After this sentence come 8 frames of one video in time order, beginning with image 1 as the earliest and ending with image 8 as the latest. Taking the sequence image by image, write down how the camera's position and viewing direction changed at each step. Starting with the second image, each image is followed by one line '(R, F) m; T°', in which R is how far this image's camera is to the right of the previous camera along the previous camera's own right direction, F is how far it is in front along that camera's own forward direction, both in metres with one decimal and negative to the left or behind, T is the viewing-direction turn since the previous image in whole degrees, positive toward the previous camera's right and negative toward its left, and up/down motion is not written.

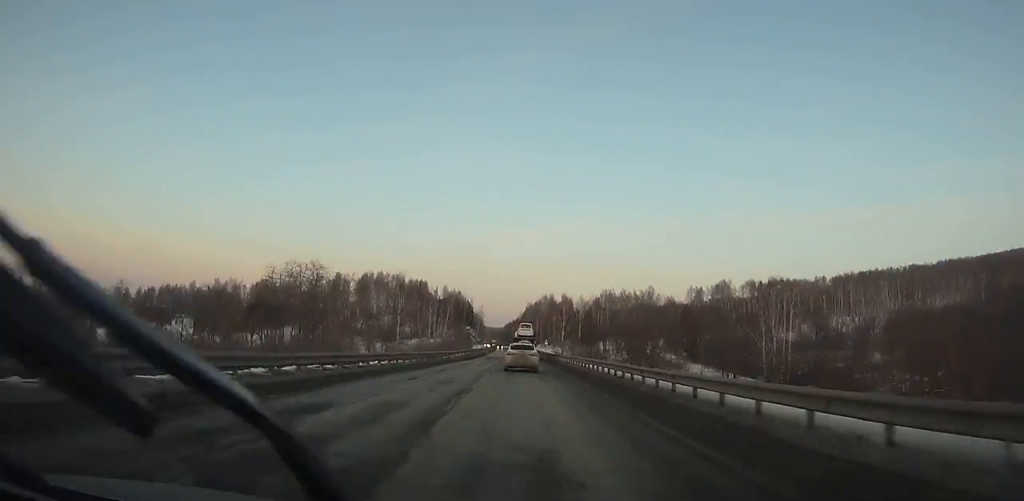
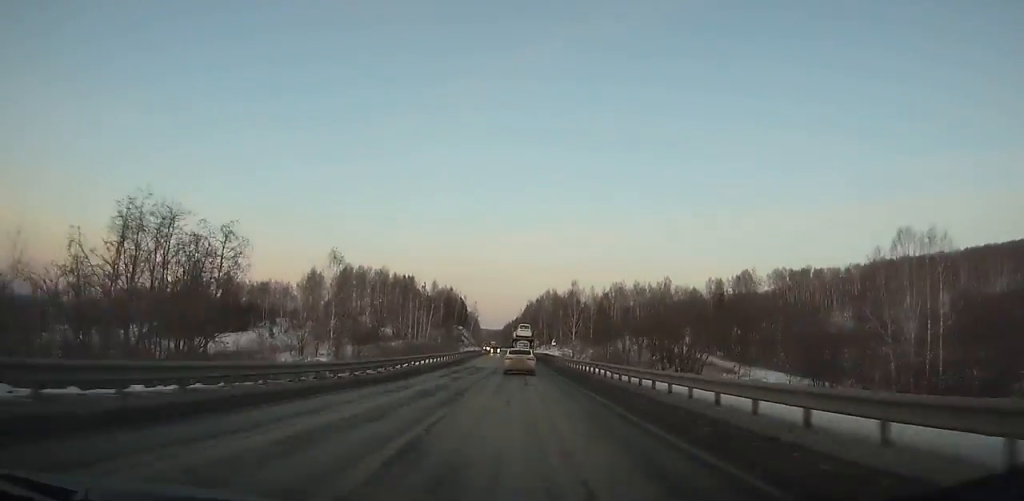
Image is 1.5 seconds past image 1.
(0.0, +30.8) m; 0°
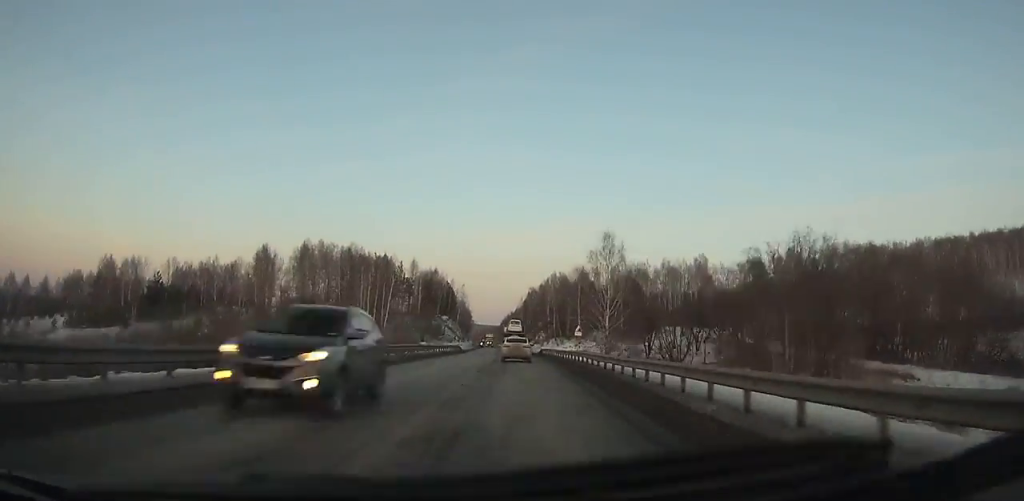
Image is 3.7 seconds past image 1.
(-0.1, +45.4) m; -1°
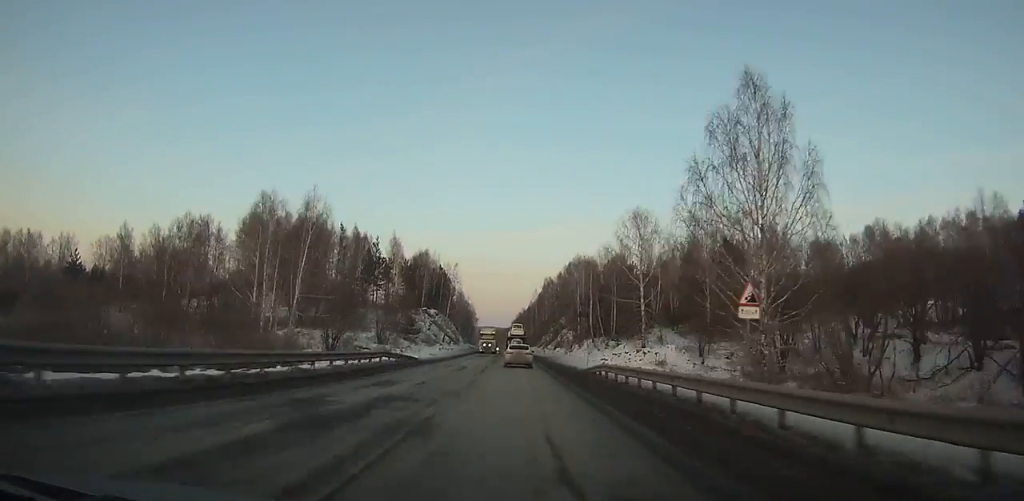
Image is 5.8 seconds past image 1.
(-0.3, +43.7) m; -1°
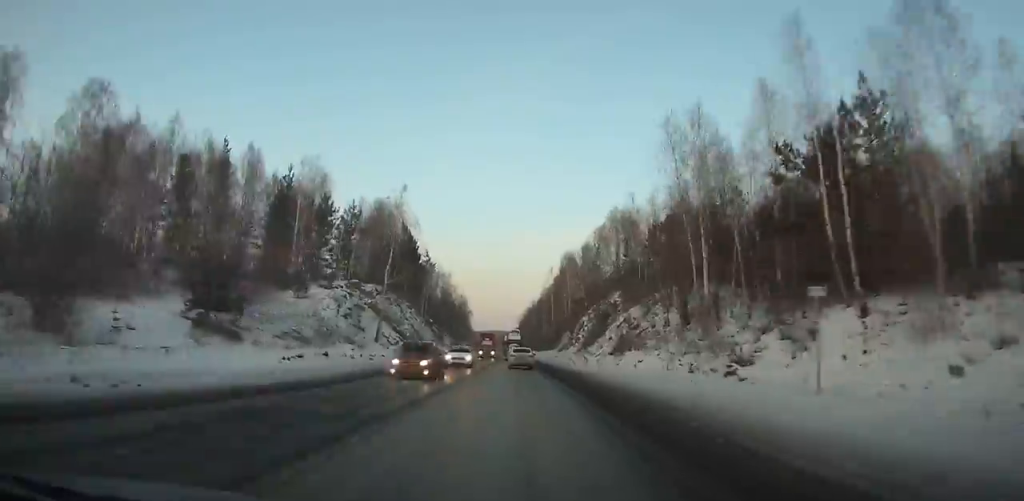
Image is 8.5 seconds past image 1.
(-0.5, +56.9) m; -1°
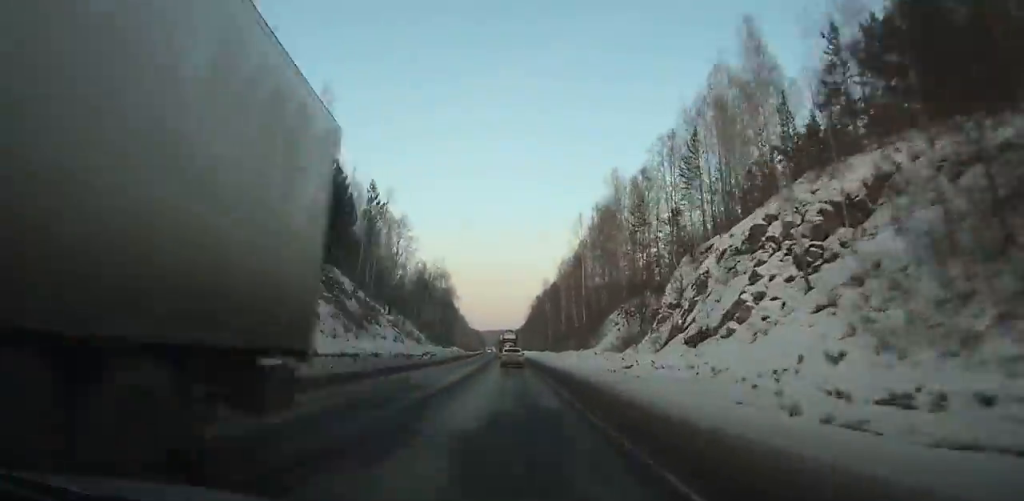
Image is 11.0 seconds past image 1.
(-0.6, +53.3) m; -1°
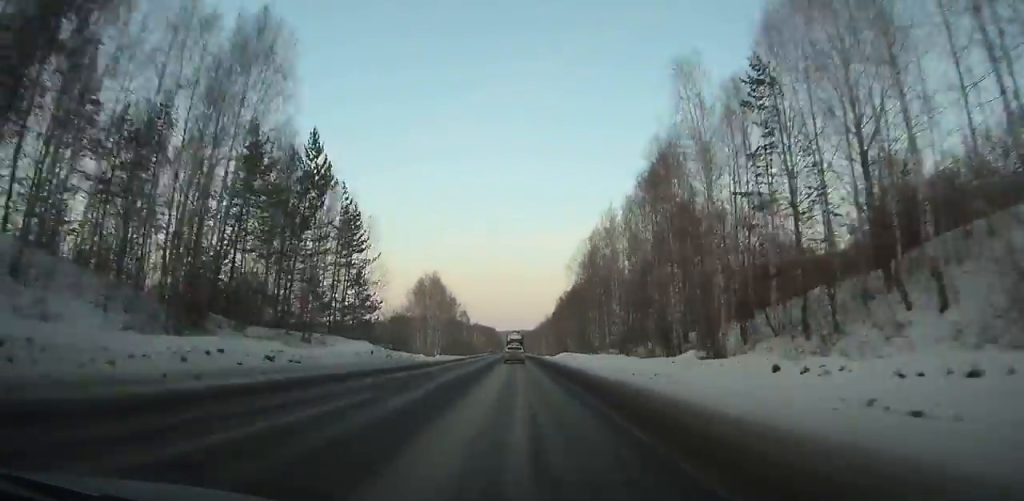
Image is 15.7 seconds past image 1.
(-1.5, +101.4) m; -1°
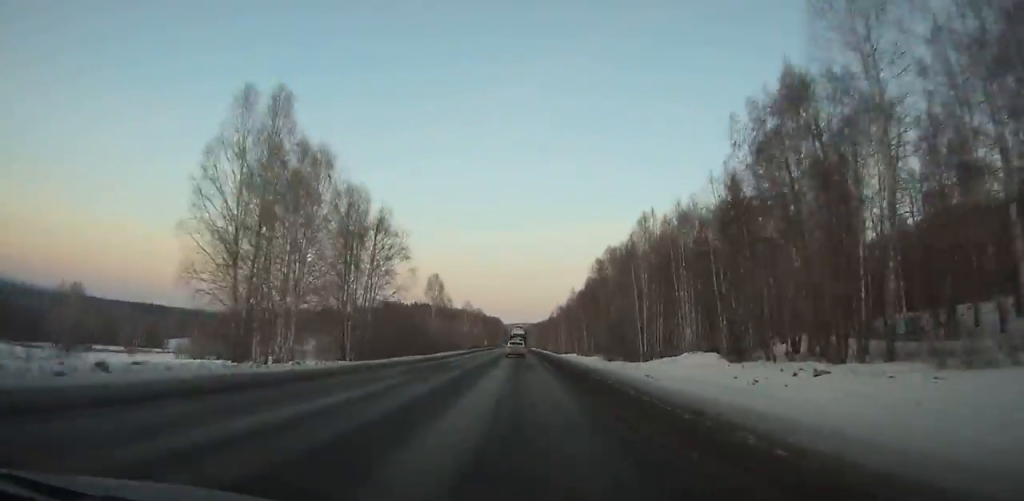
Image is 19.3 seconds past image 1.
(-0.3, +78.0) m; 0°
